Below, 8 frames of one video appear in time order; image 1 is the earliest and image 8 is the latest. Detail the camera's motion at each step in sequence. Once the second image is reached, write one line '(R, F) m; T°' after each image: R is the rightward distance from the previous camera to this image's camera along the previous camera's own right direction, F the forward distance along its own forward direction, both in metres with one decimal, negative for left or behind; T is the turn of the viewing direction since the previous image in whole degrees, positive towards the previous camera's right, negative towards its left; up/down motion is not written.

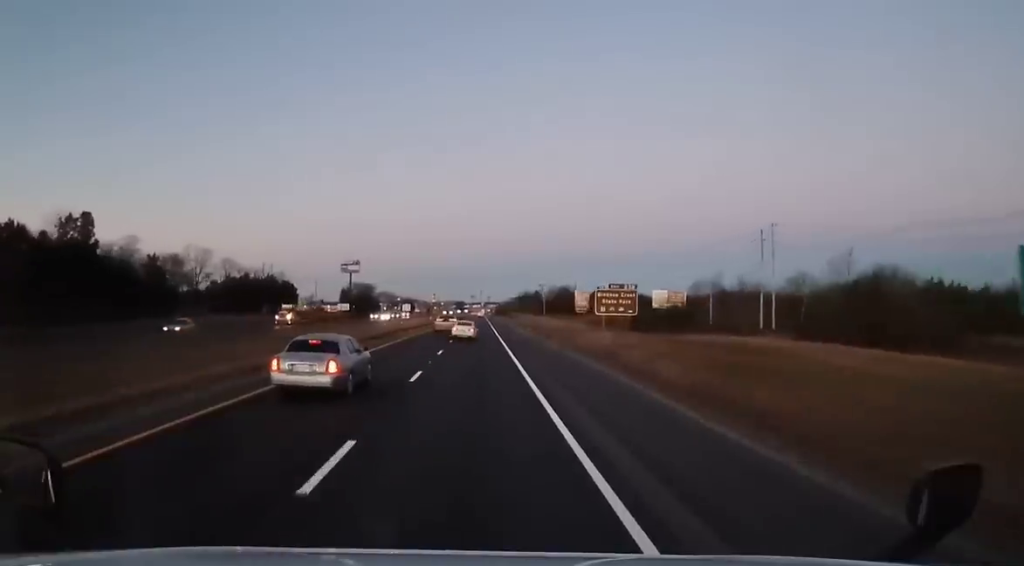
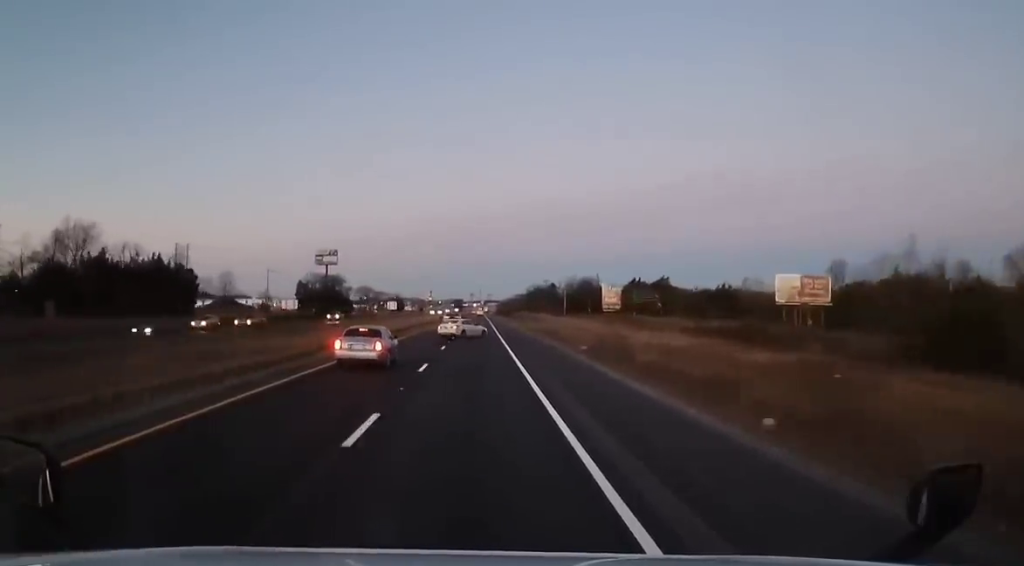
(-0.4, +57.2) m; -1°
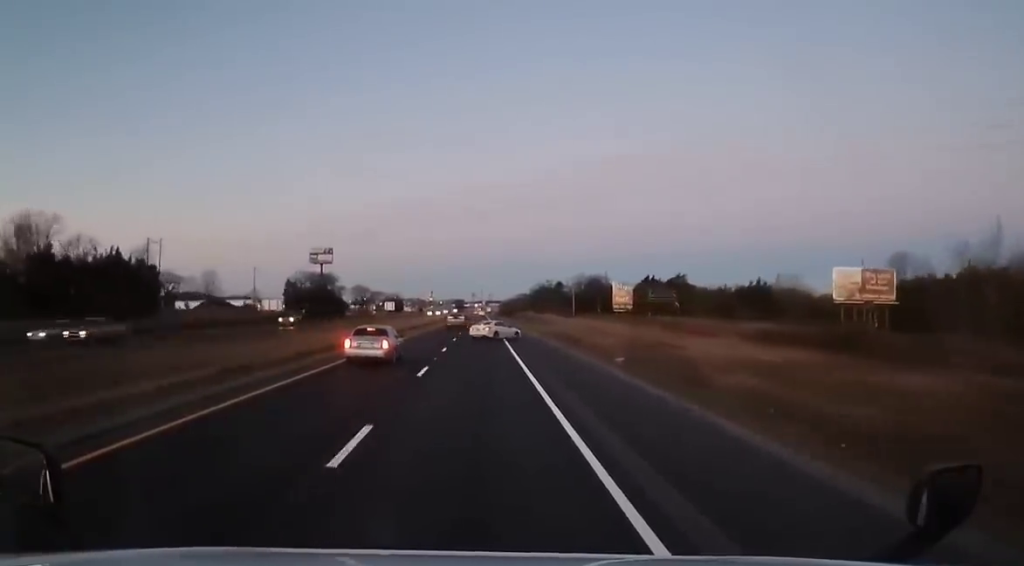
(0.0, +13.4) m; 0°
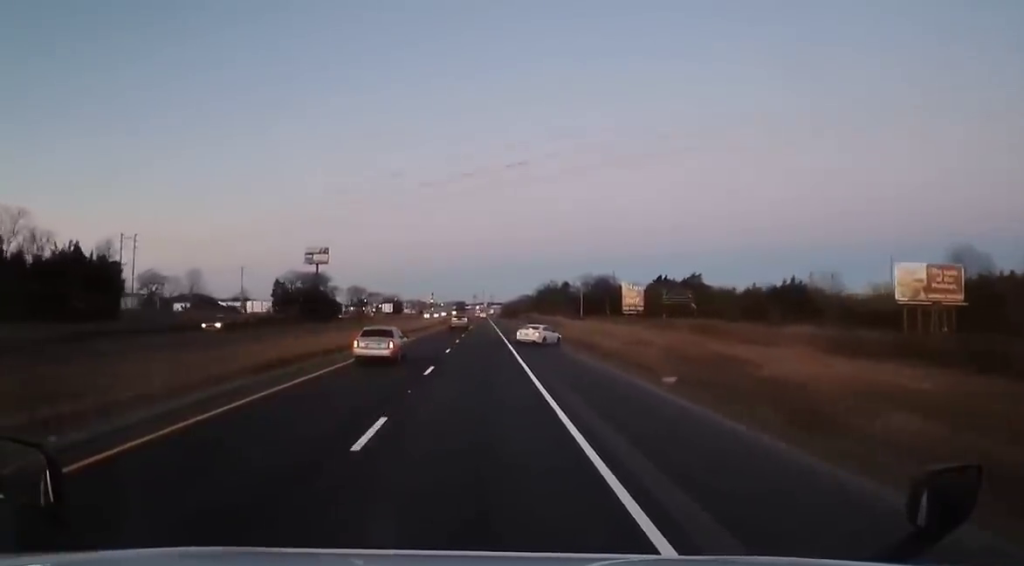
(-0.1, +10.3) m; 0°
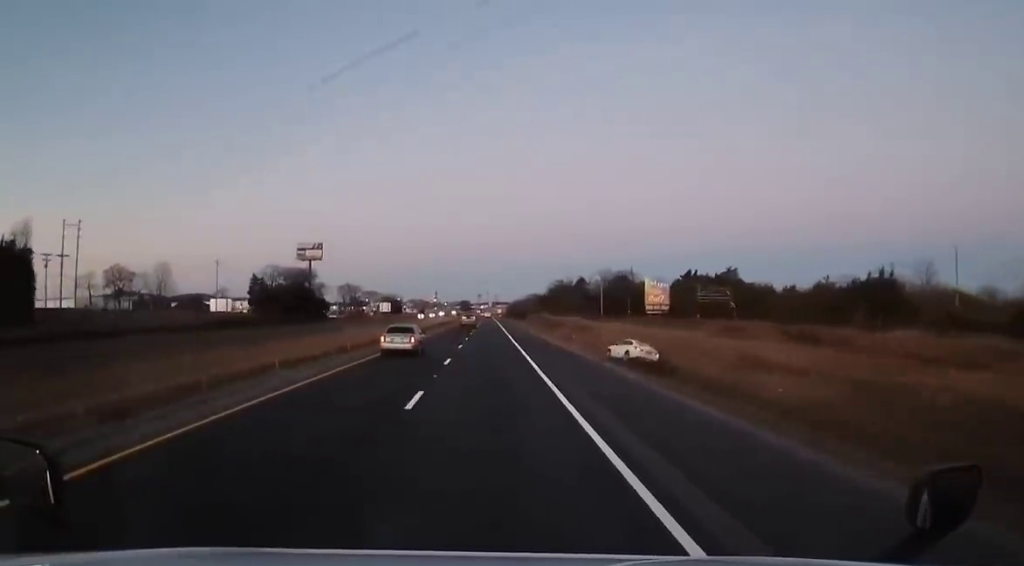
(+0.1, +18.9) m; 0°
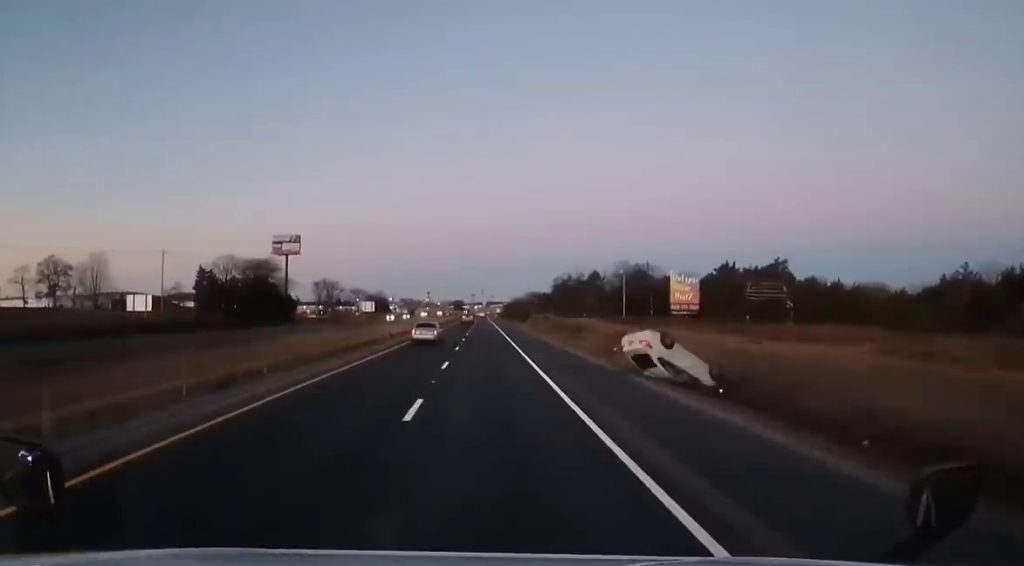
(+0.2, +23.8) m; -1°
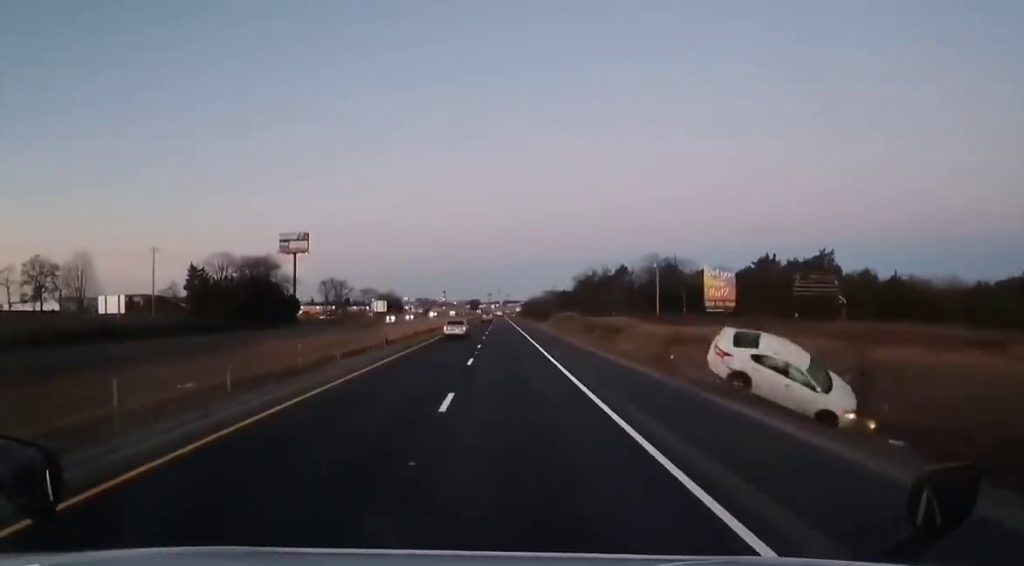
(-0.2, +9.9) m; 0°
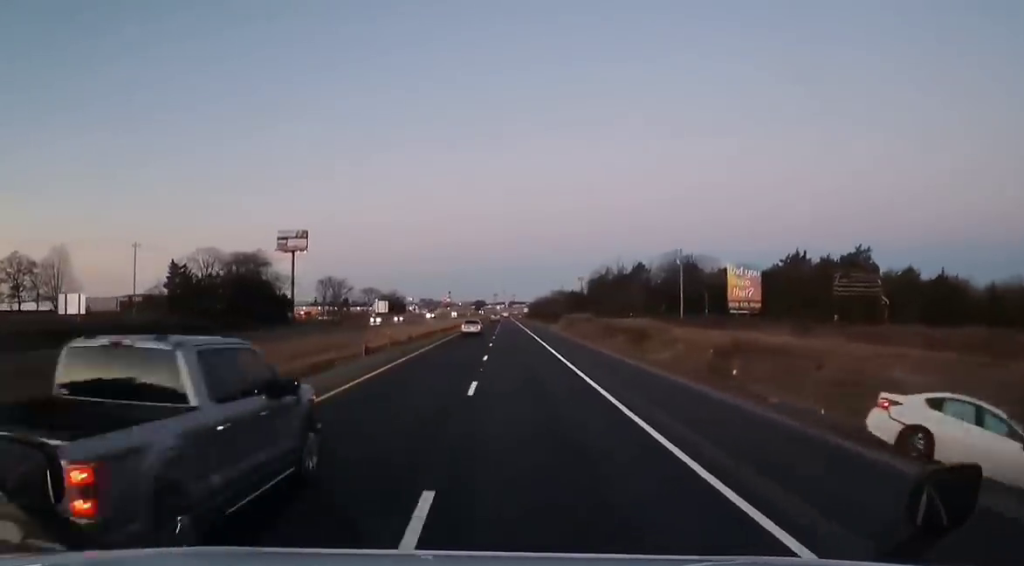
(-0.4, +8.8) m; +1°
